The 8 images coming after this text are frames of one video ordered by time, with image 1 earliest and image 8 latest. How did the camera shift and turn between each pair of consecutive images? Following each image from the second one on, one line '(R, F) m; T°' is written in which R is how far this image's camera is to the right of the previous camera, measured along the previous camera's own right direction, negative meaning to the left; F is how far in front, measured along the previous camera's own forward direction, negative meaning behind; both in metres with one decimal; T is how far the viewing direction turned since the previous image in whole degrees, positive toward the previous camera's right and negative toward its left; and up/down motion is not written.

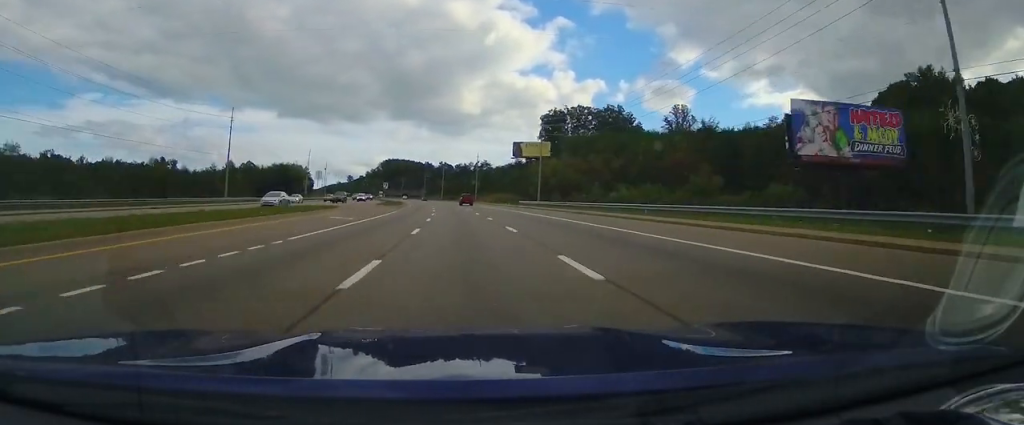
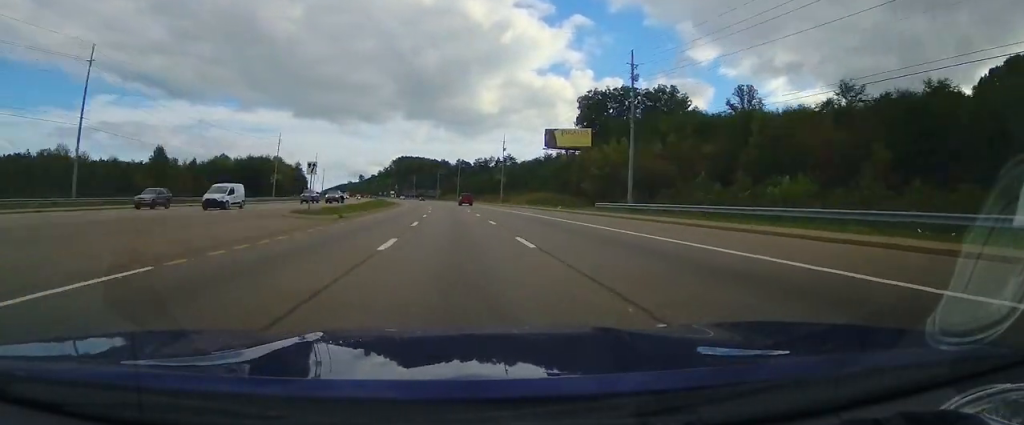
(-1.8, +44.7) m; -2°
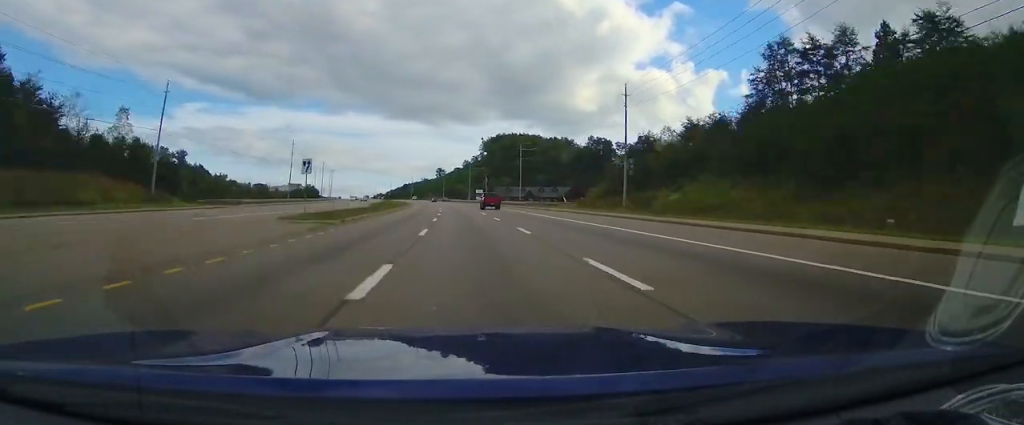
(-18.9, +202.7) m; -10°
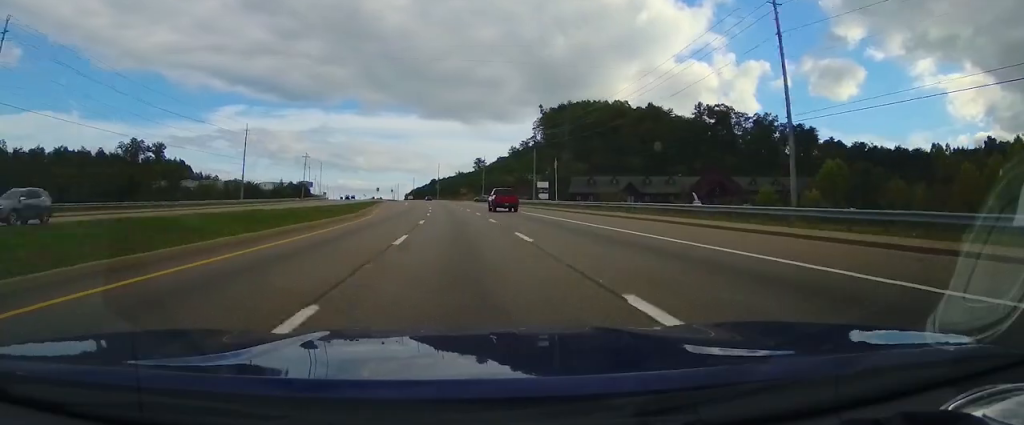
(-3.6, +100.5) m; -5°
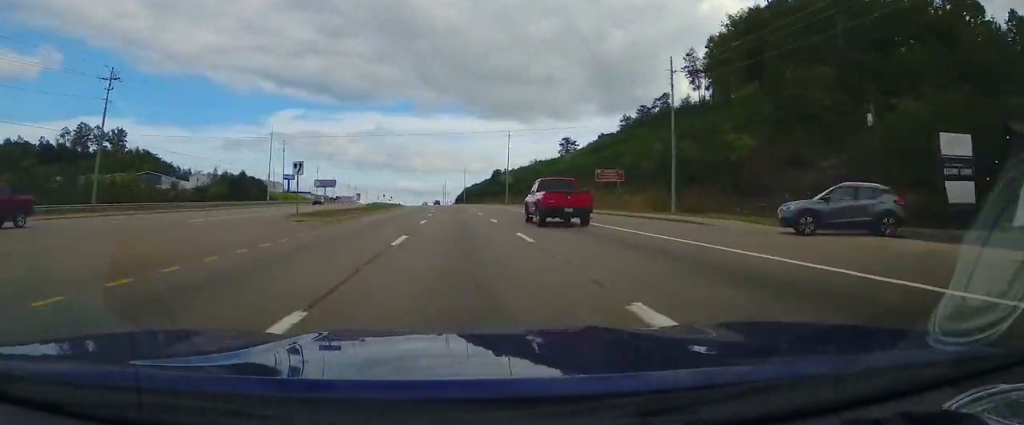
(-6.8, +119.8) m; -6°
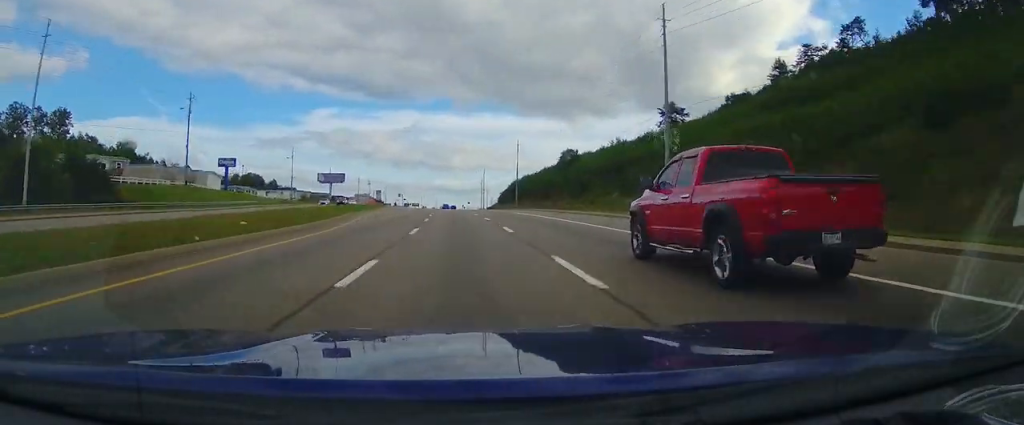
(-2.5, +78.1) m; -3°
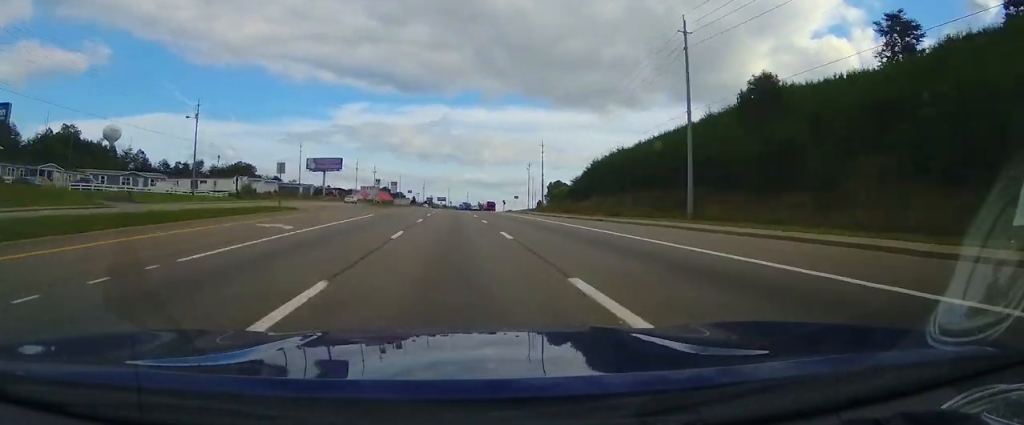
(-2.2, +72.6) m; 0°
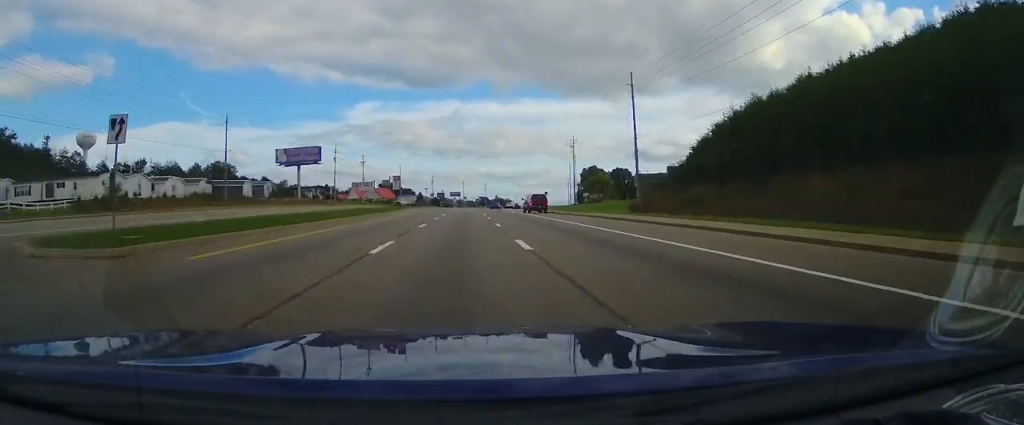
(-1.1, +50.3) m; +1°
